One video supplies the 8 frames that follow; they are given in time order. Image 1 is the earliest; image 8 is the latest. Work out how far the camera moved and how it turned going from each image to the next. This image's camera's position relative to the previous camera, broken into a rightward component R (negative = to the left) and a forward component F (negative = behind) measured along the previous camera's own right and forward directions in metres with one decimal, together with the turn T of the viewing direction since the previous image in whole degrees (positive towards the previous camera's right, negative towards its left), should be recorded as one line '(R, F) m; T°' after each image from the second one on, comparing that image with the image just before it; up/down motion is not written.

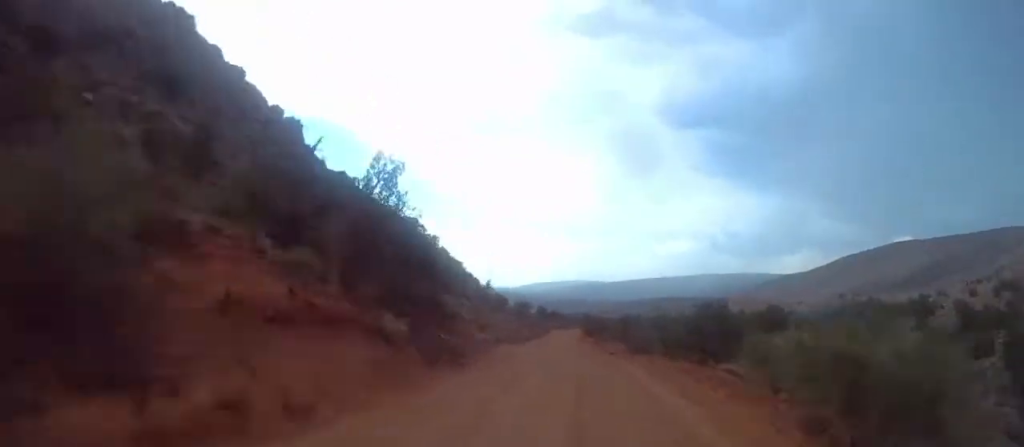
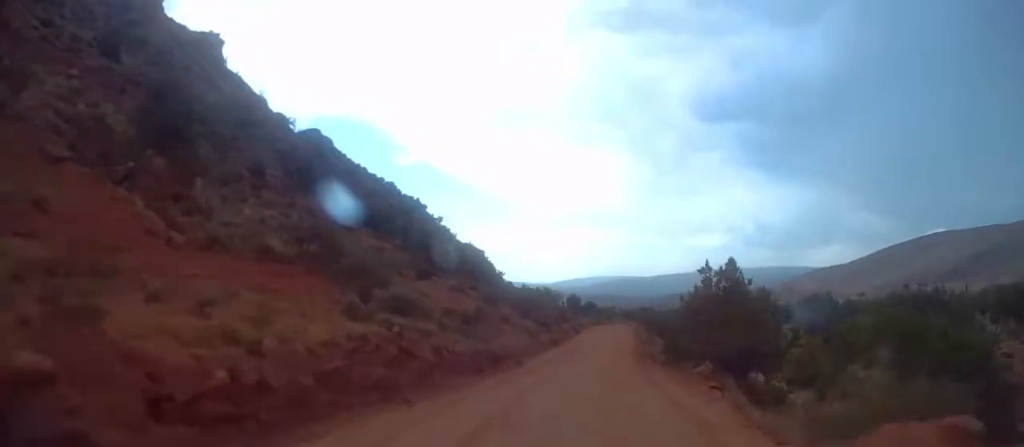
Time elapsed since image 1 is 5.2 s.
(+0.8, +48.6) m; +1°
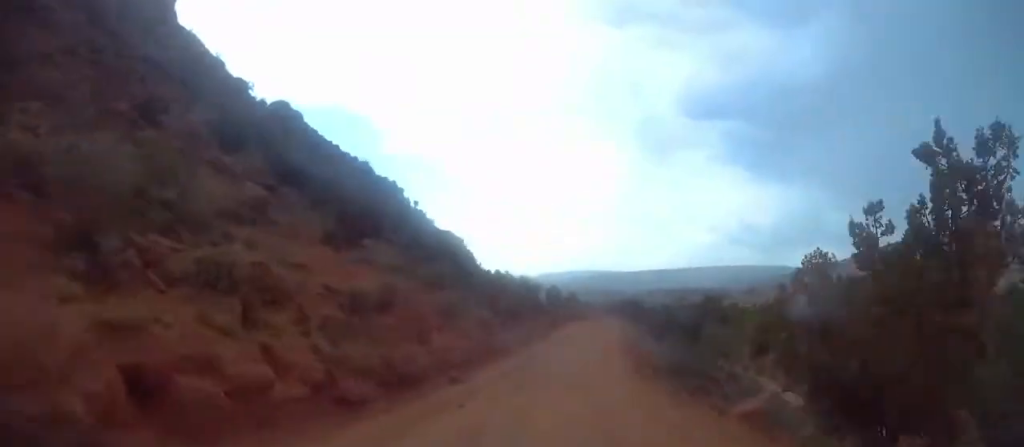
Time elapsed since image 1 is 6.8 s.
(0.0, +13.6) m; 0°
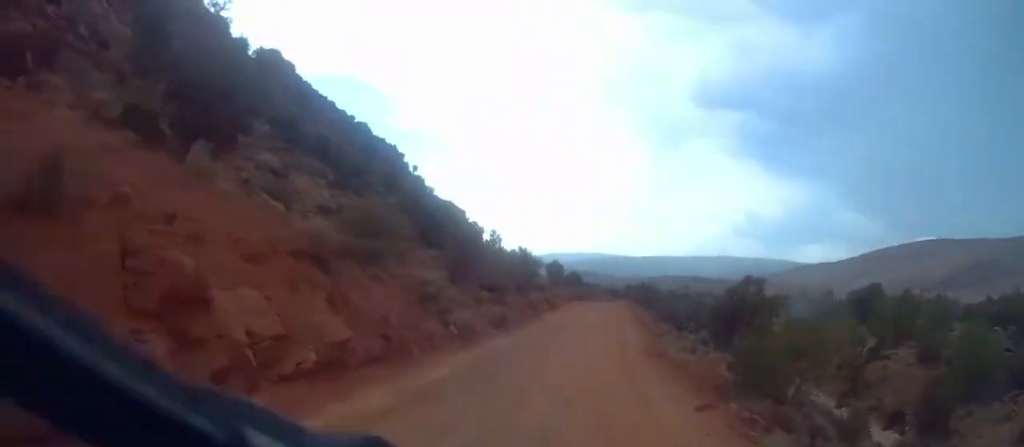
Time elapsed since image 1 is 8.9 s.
(-0.1, +15.8) m; +1°
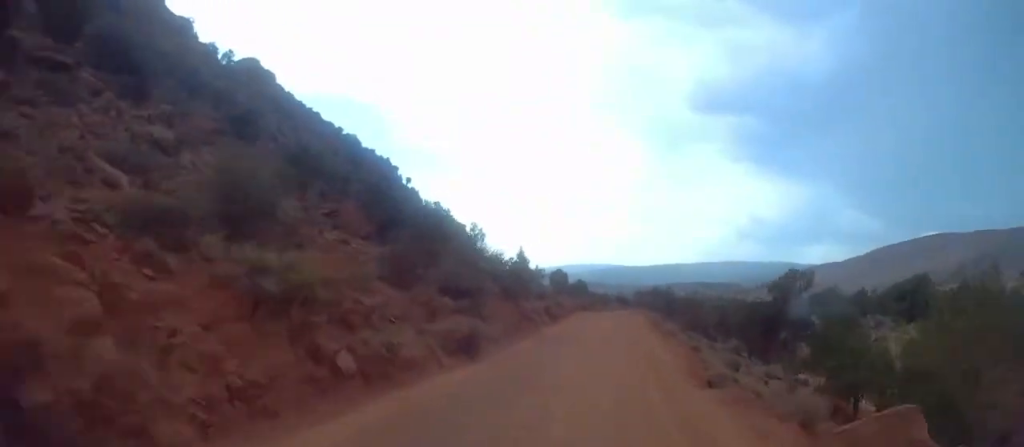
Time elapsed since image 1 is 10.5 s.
(-0.2, +11.7) m; +1°
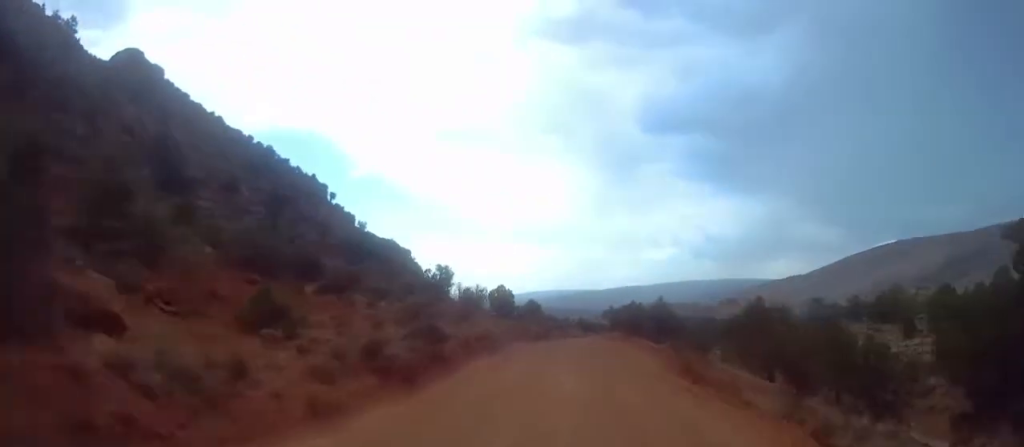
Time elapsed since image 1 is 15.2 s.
(+1.3, +28.4) m; +1°
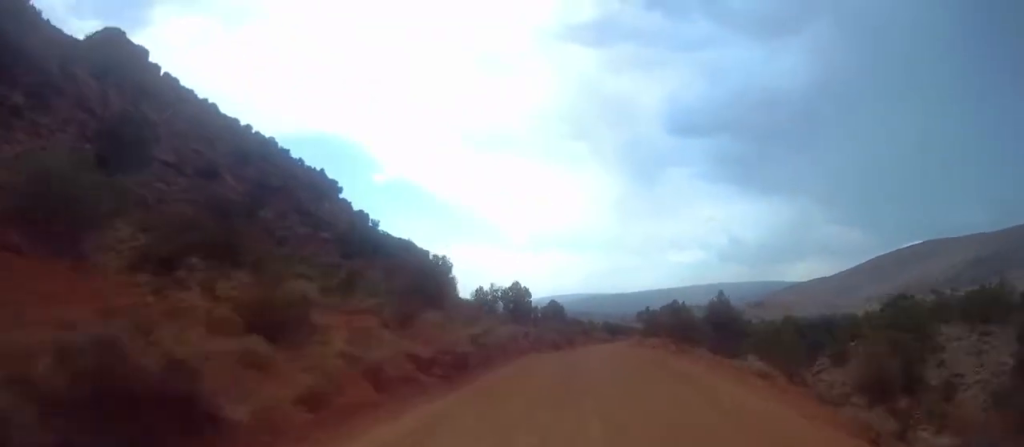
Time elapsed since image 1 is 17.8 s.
(0.0, +13.8) m; -2°
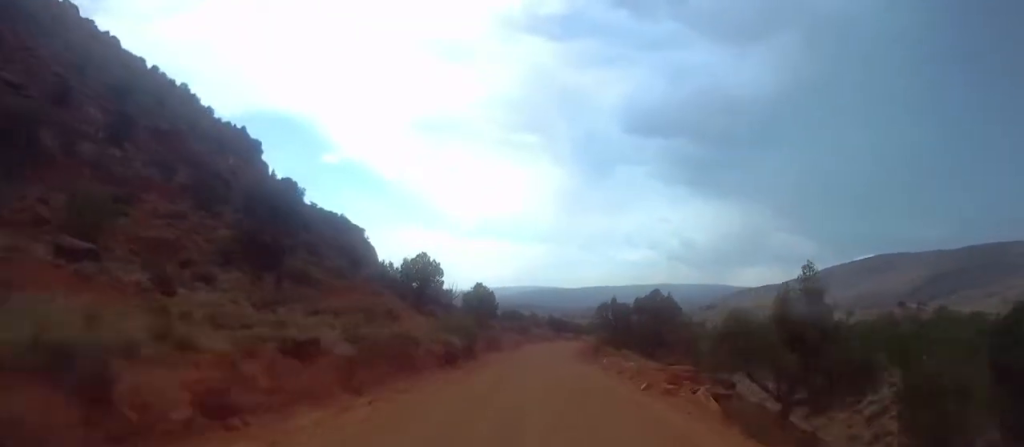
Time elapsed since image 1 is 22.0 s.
(-1.0, +22.0) m; -3°
